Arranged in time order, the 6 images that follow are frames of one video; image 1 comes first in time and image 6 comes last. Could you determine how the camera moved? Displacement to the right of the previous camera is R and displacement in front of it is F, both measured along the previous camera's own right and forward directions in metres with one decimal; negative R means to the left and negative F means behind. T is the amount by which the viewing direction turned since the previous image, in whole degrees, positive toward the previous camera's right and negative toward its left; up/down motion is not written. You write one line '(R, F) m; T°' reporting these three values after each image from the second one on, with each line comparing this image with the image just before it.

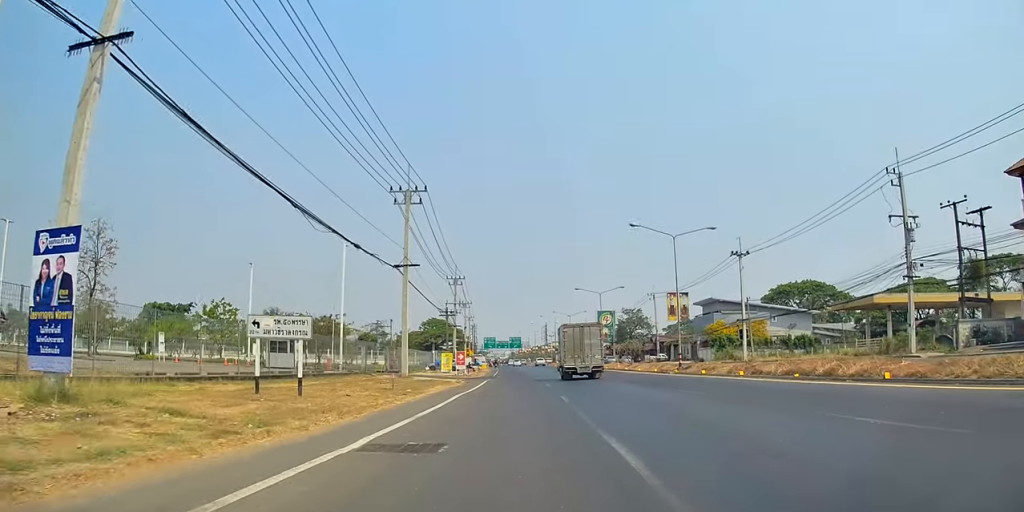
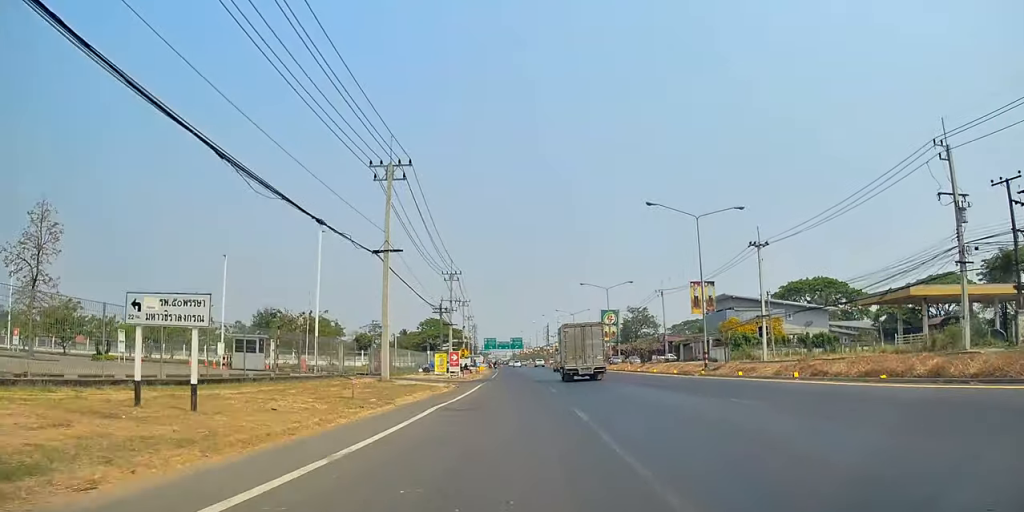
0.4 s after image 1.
(0.0, +5.5) m; 0°
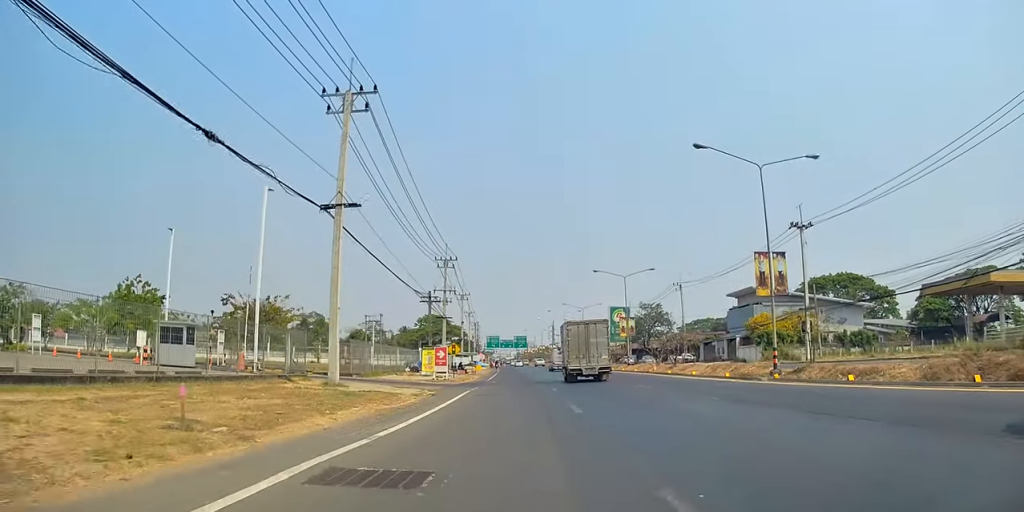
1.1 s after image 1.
(0.0, +9.0) m; 0°
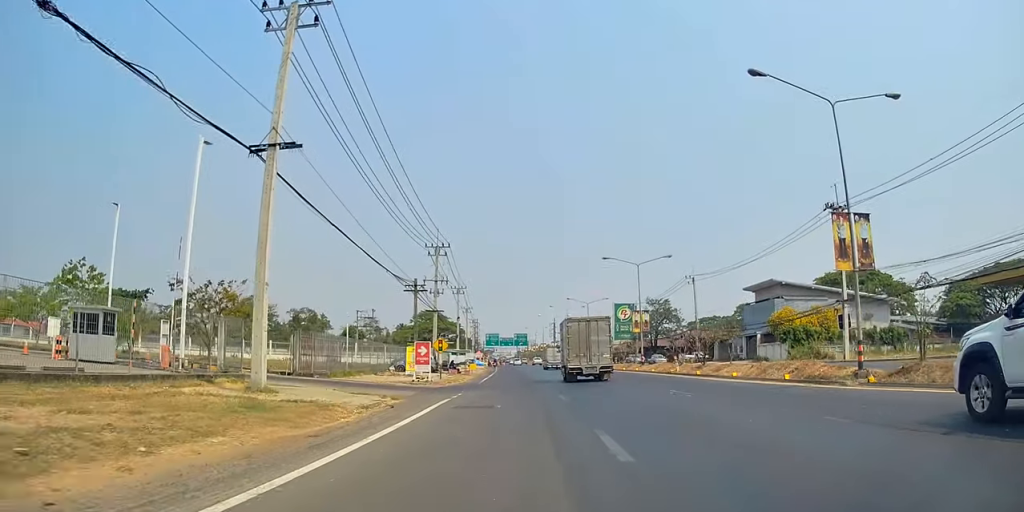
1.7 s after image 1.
(0.0, +7.2) m; 0°
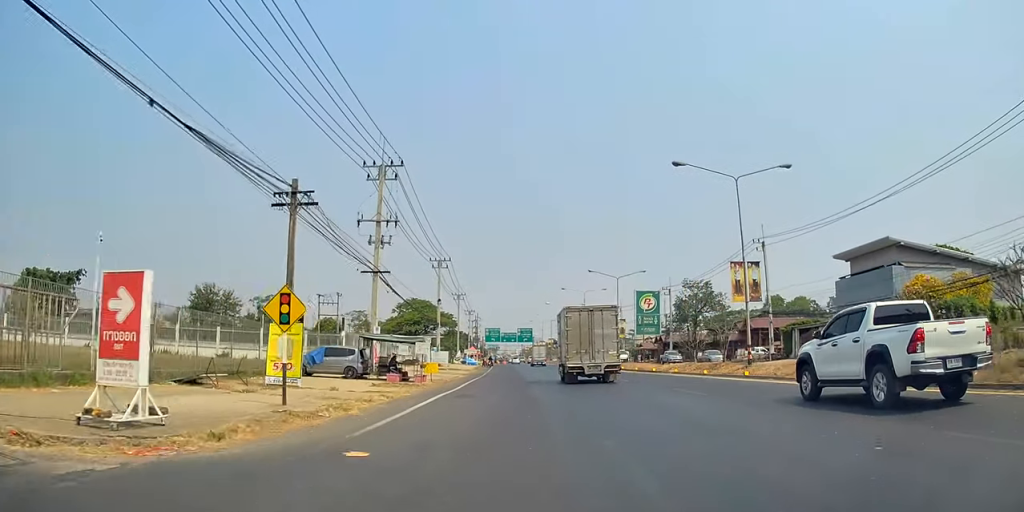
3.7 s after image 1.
(-0.2, +26.1) m; -1°
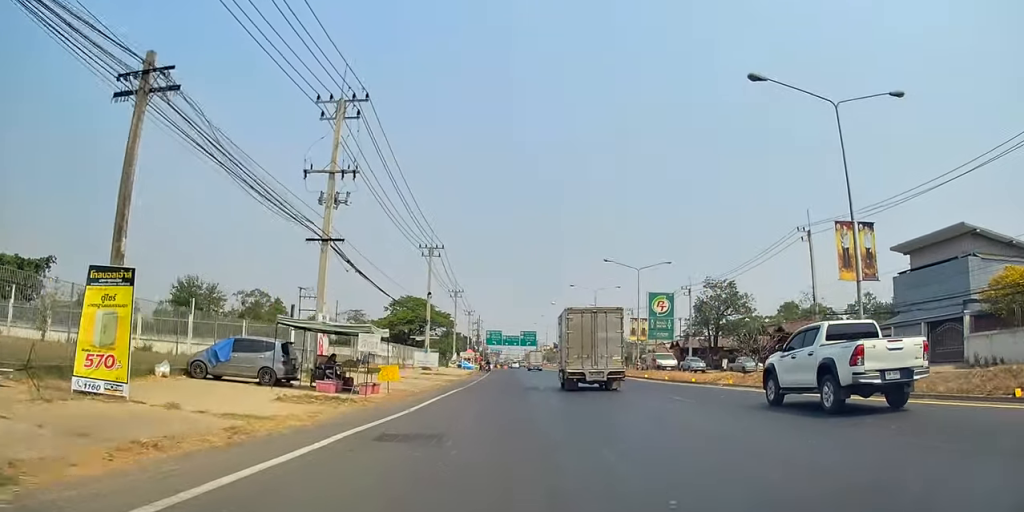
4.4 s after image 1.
(0.0, +9.5) m; 0°
